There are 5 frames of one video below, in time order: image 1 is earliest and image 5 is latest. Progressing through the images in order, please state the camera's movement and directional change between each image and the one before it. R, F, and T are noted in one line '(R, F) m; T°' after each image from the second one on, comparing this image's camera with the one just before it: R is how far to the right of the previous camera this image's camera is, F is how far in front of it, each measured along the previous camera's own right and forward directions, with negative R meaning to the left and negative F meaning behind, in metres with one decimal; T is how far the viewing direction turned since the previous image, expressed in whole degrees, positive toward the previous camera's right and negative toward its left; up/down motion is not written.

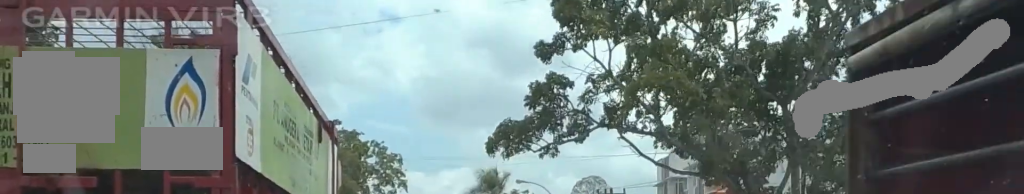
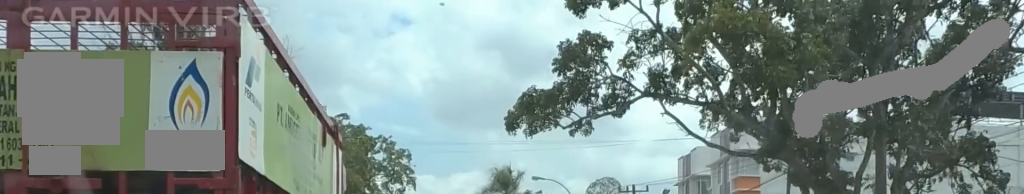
(-0.2, +5.3) m; -4°
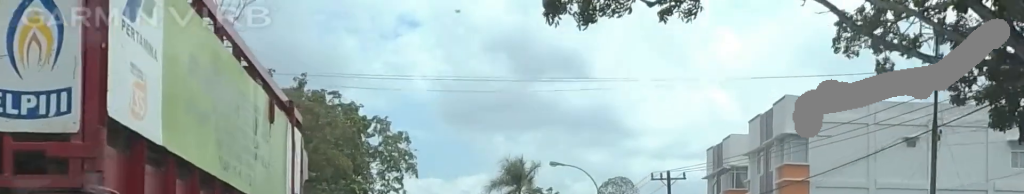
(-0.4, +9.8) m; -2°
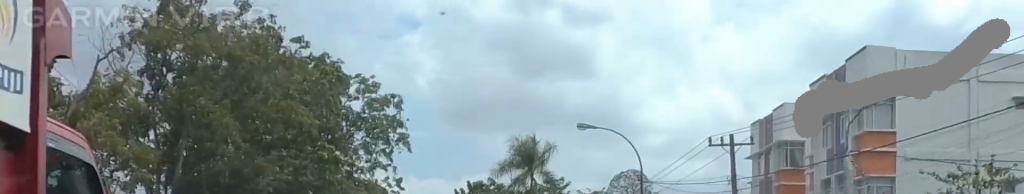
(+0.4, +11.3) m; +1°
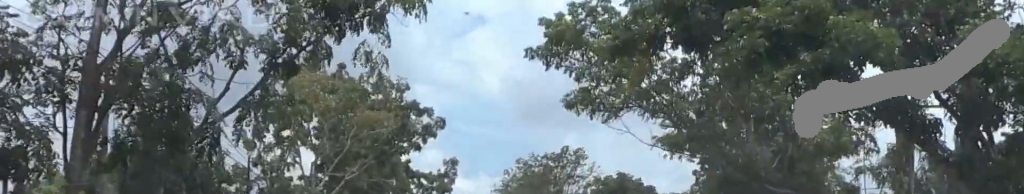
(-3.1, +50.0) m; -1°
